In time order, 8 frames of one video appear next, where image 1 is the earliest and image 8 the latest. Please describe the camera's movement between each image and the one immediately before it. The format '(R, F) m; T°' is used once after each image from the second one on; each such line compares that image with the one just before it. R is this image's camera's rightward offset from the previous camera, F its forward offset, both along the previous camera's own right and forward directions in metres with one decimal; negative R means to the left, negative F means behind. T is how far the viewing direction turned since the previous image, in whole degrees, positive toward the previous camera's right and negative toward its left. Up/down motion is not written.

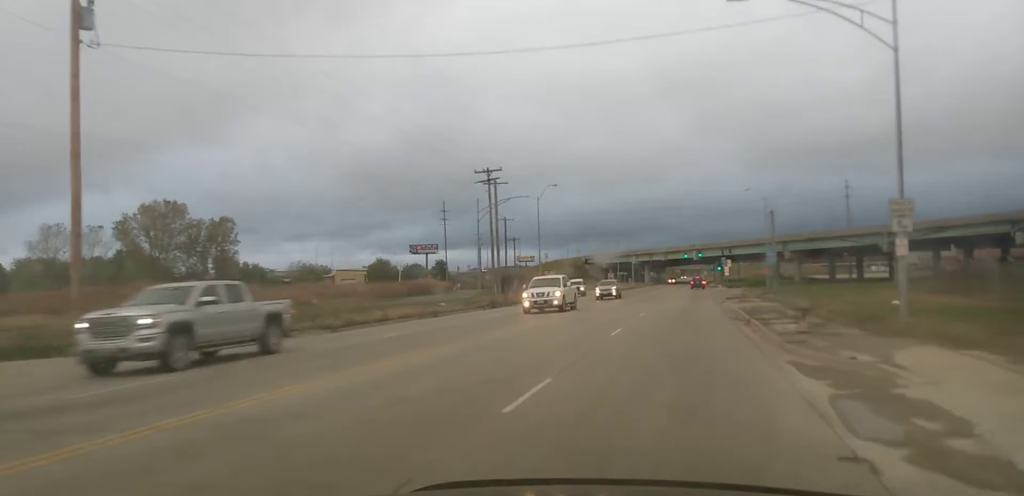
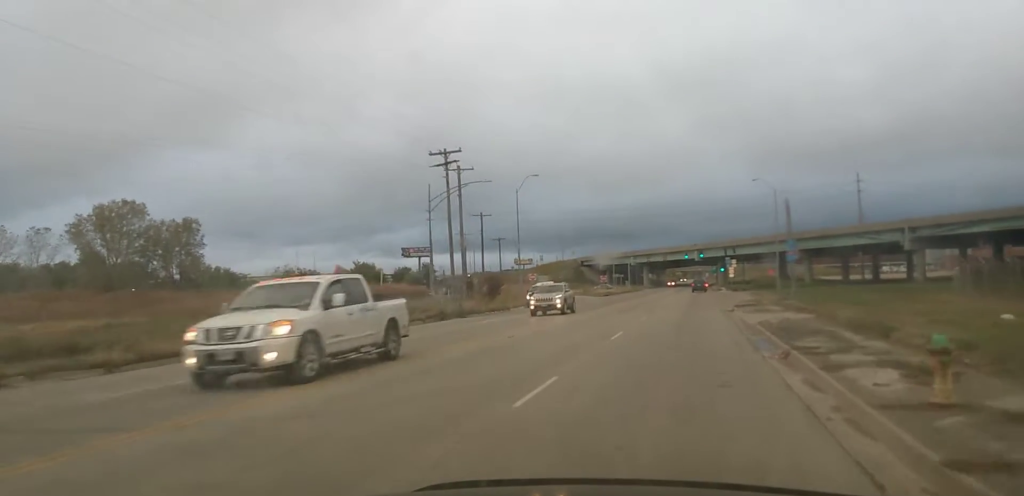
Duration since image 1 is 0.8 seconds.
(0.0, +12.1) m; 0°
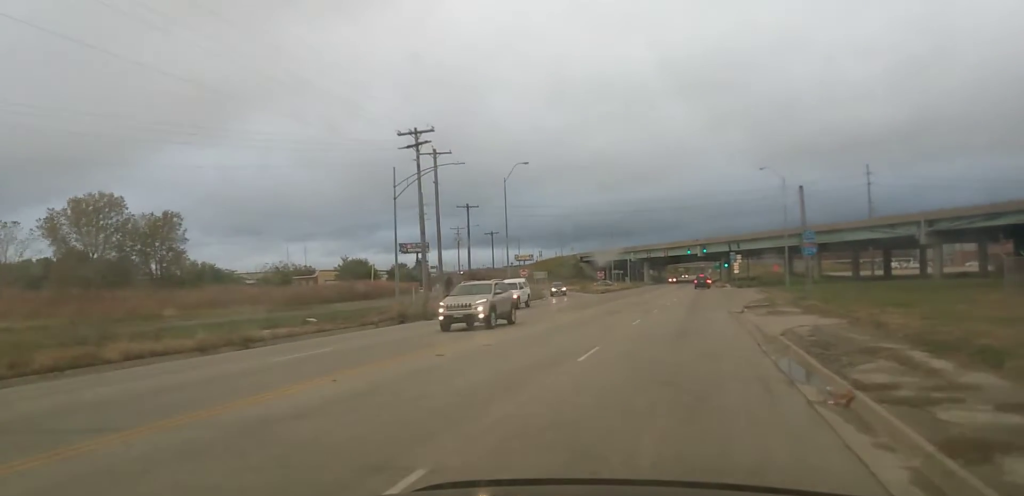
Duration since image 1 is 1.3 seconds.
(-0.1, +6.0) m; 0°
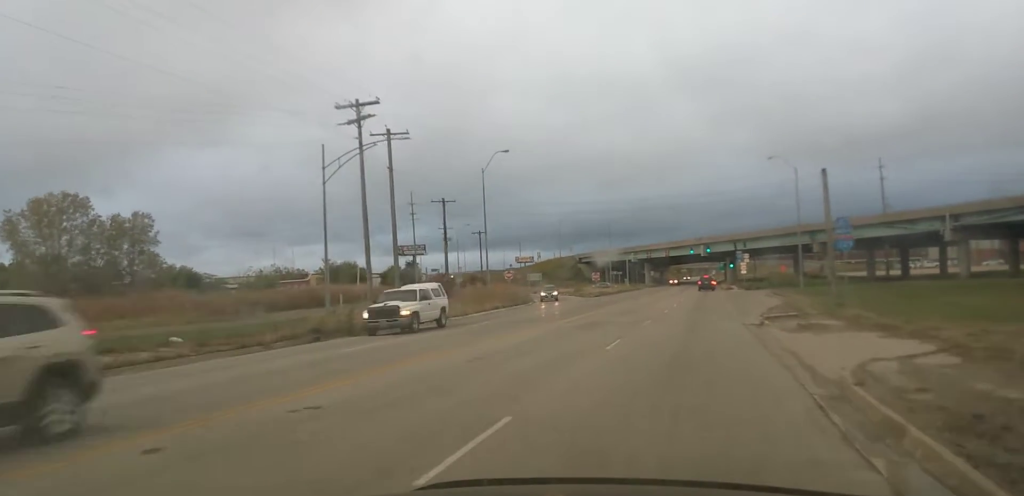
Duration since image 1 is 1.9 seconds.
(+0.2, +9.3) m; 0°
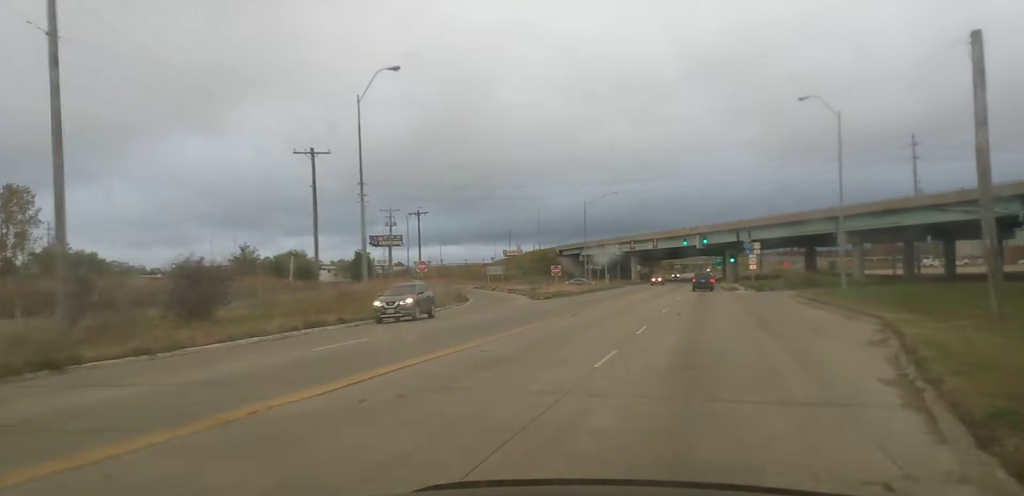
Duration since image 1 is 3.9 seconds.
(-0.7, +26.1) m; -2°
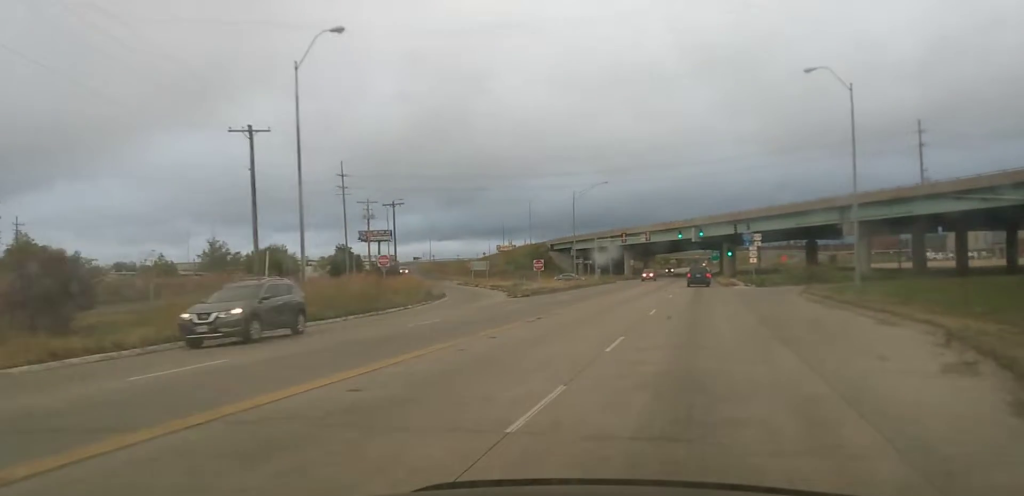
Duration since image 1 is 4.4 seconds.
(-0.1, +6.3) m; 0°
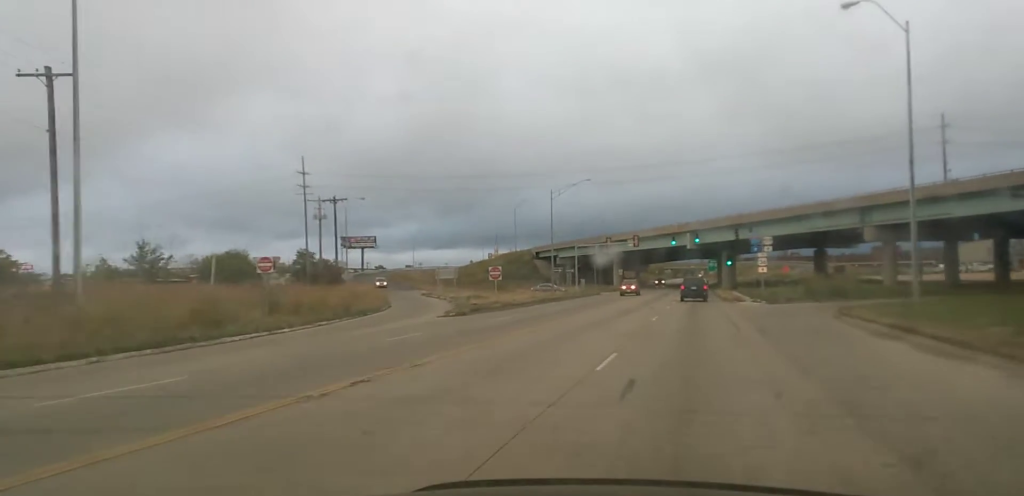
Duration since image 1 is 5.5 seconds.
(+0.2, +13.7) m; -2°
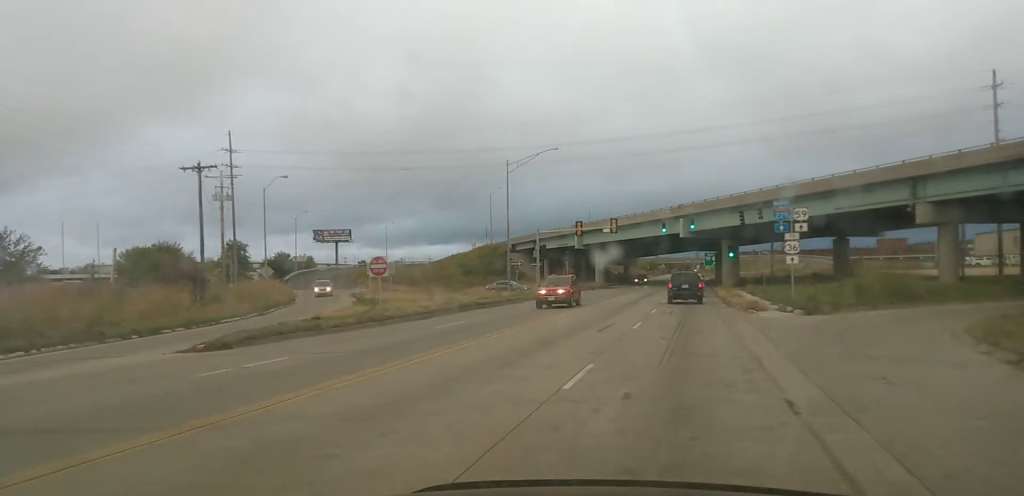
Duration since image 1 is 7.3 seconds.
(+0.1, +20.7) m; +6°
